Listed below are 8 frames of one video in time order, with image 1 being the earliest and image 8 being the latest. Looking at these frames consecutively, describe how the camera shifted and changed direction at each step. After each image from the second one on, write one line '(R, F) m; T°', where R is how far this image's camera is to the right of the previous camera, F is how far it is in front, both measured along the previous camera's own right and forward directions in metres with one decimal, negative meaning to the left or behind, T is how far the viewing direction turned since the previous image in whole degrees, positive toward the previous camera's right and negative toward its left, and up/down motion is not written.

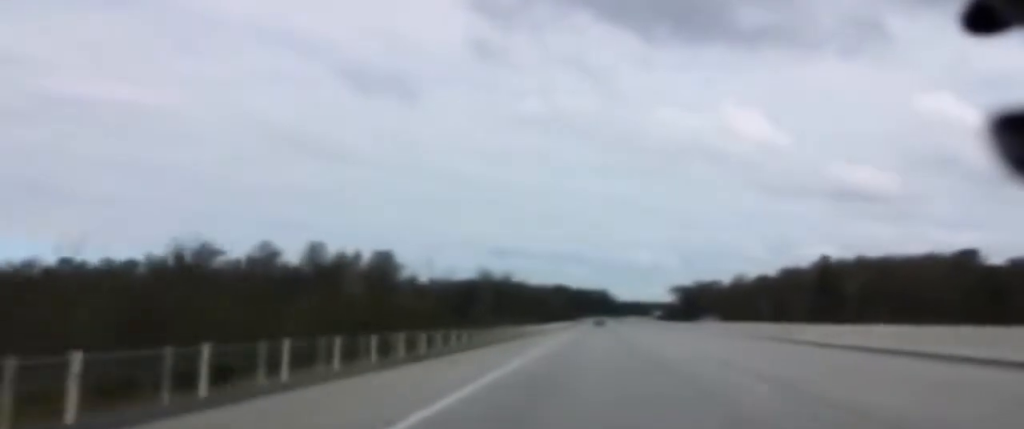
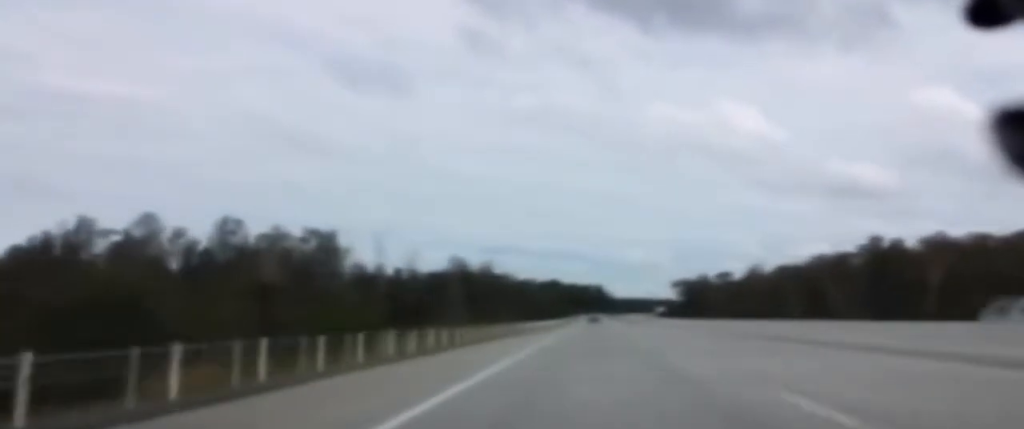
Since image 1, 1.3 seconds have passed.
(+0.1, +39.7) m; 0°
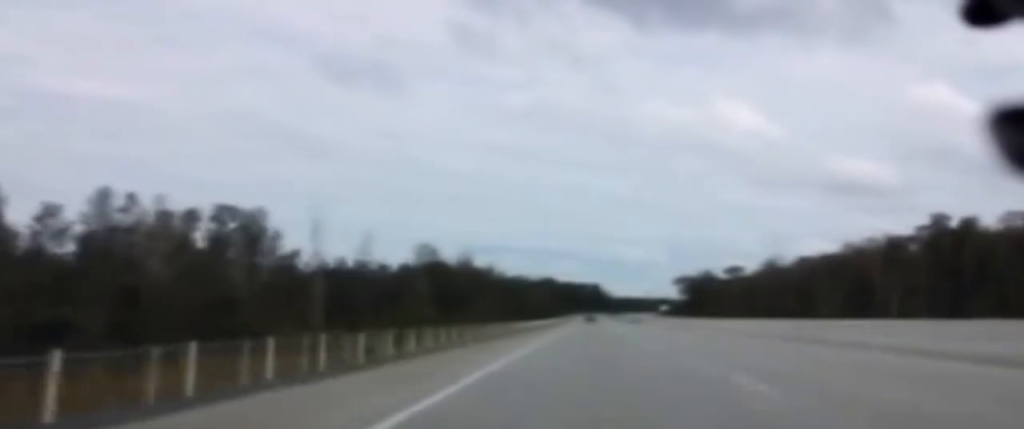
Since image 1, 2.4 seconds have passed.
(+0.1, +32.5) m; 0°
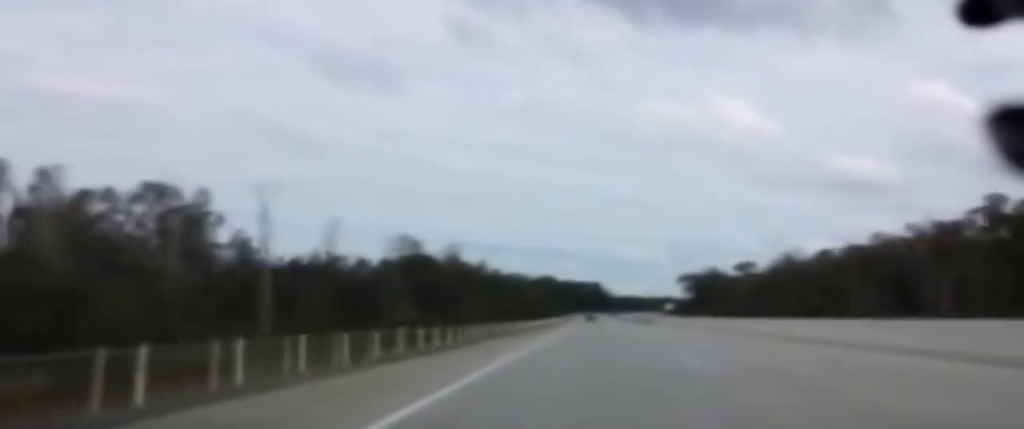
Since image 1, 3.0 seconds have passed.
(-0.1, +19.3) m; 0°
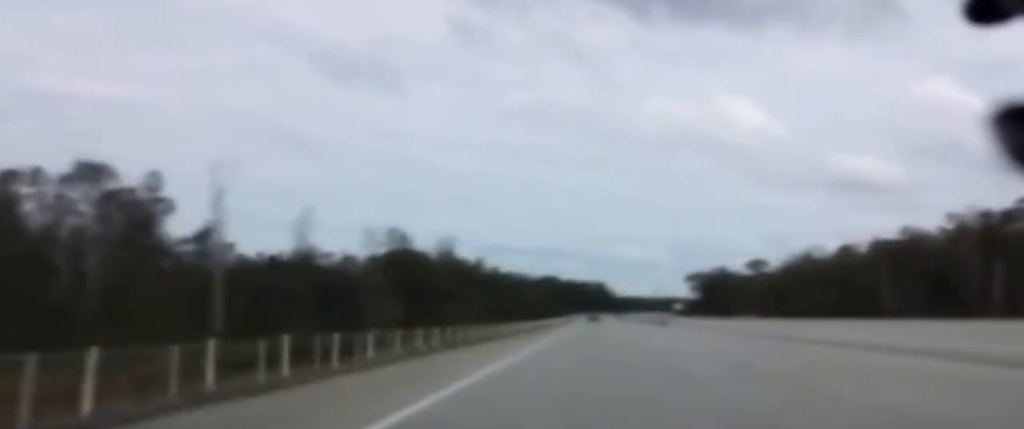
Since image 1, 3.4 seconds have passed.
(0.0, +13.2) m; 0°
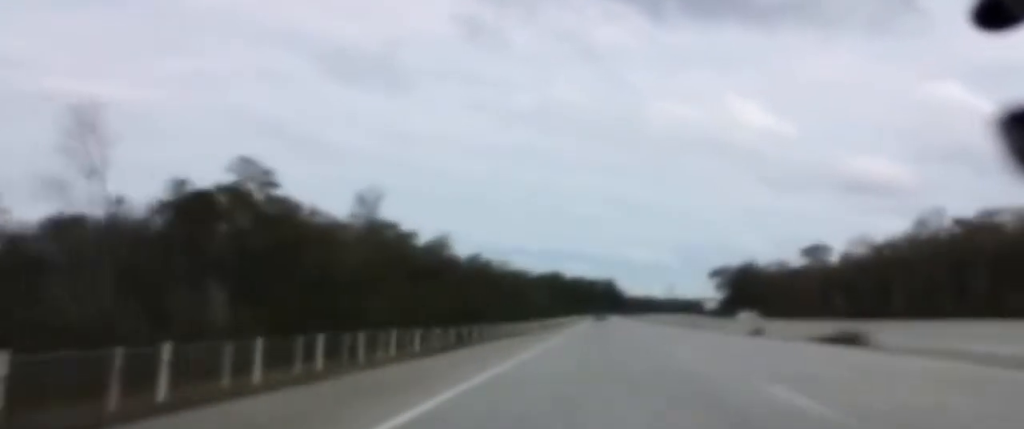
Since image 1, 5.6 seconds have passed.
(+0.1, +64.9) m; 0°
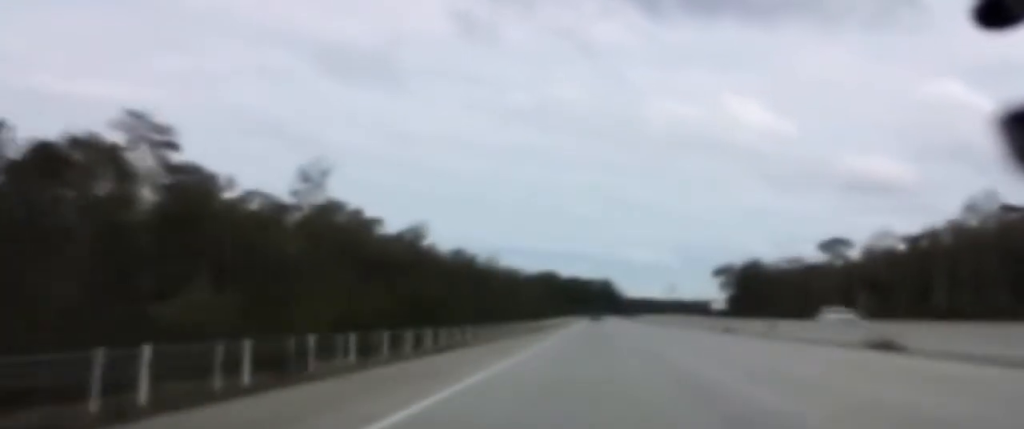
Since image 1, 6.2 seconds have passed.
(0.0, +18.3) m; 0°
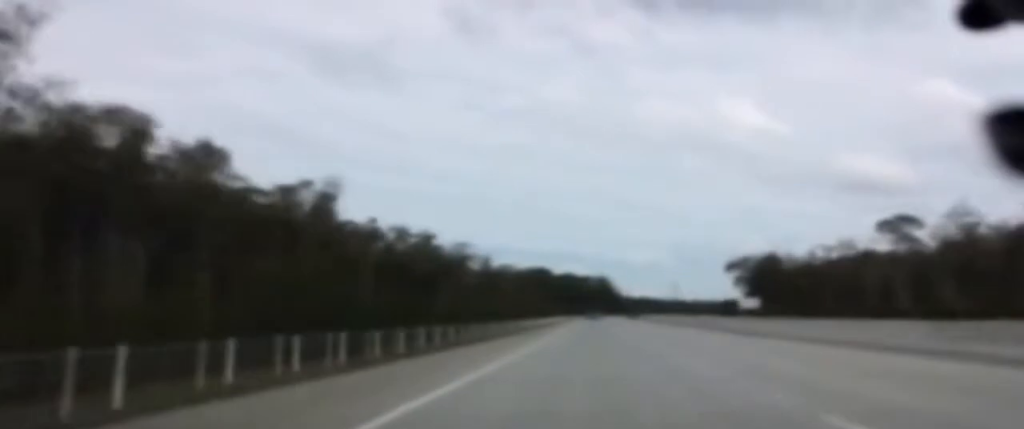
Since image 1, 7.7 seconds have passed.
(+0.1, +45.5) m; 0°
